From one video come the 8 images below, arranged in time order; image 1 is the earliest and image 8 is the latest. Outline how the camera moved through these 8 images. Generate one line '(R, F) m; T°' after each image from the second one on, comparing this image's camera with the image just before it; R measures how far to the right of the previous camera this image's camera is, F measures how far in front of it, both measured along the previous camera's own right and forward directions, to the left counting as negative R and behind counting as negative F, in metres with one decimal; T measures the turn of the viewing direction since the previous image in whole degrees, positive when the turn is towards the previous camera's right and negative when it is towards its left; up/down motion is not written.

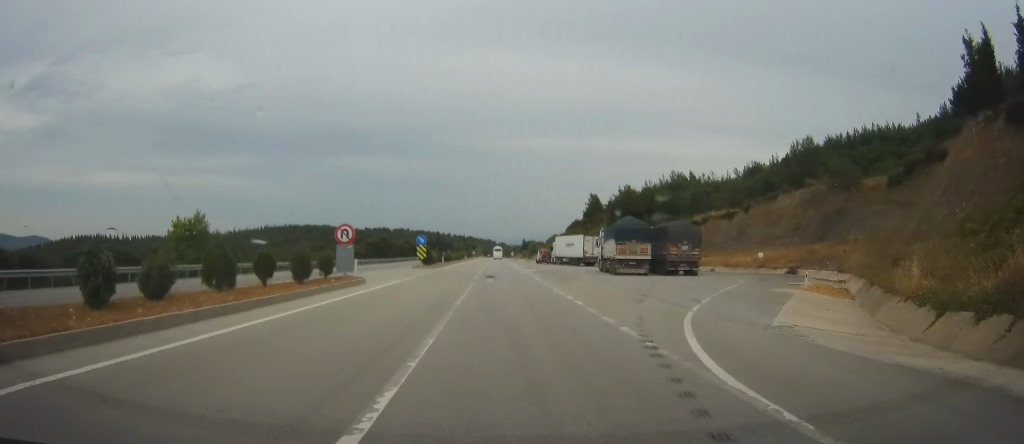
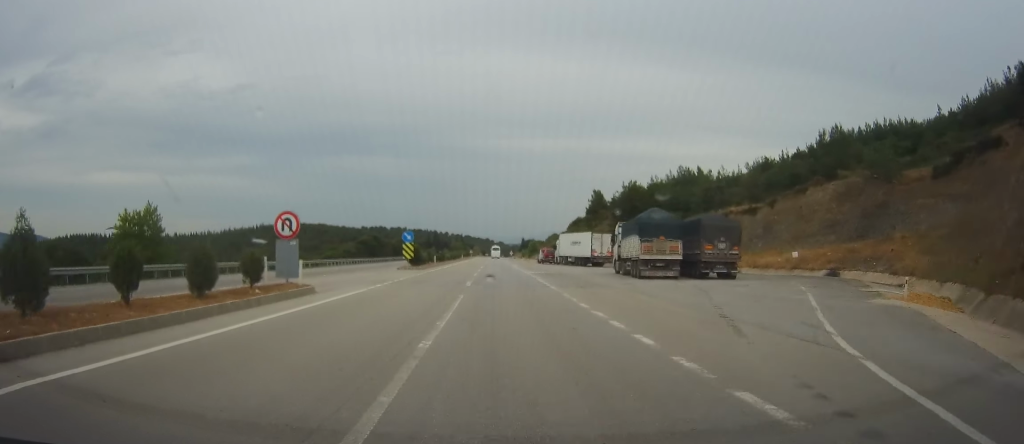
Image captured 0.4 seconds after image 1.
(0.0, +9.0) m; 0°
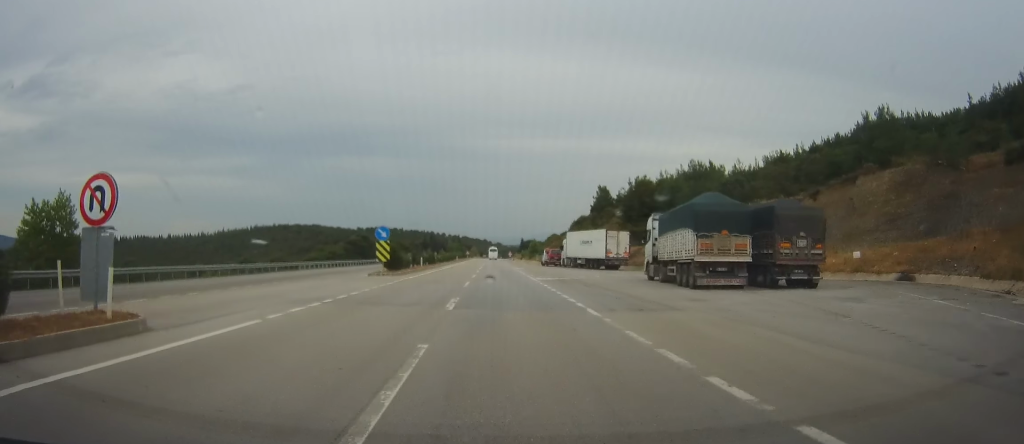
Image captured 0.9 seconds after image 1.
(0.0, +11.4) m; 0°
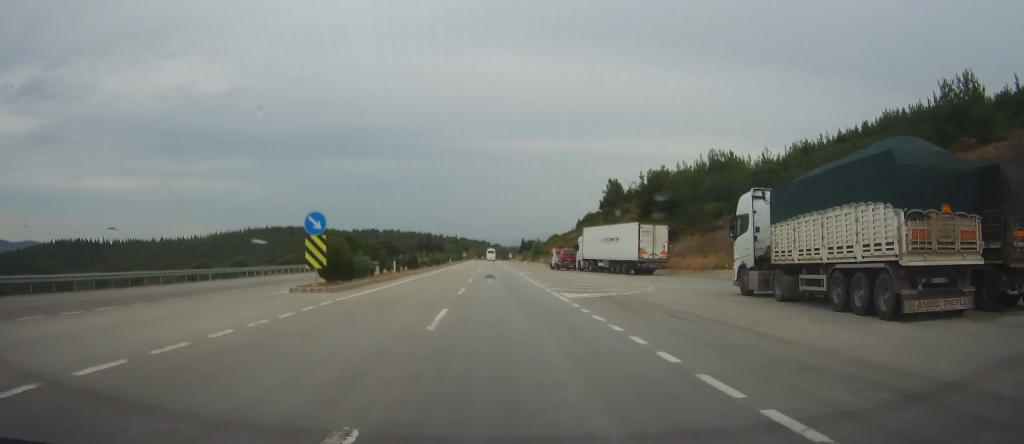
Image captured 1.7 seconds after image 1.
(0.0, +16.2) m; 0°
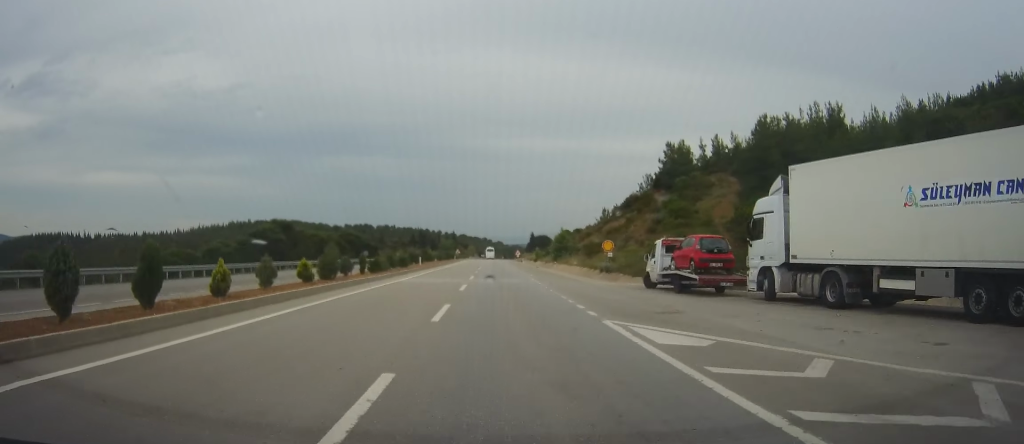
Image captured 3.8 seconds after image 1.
(+0.4, +44.8) m; +1°
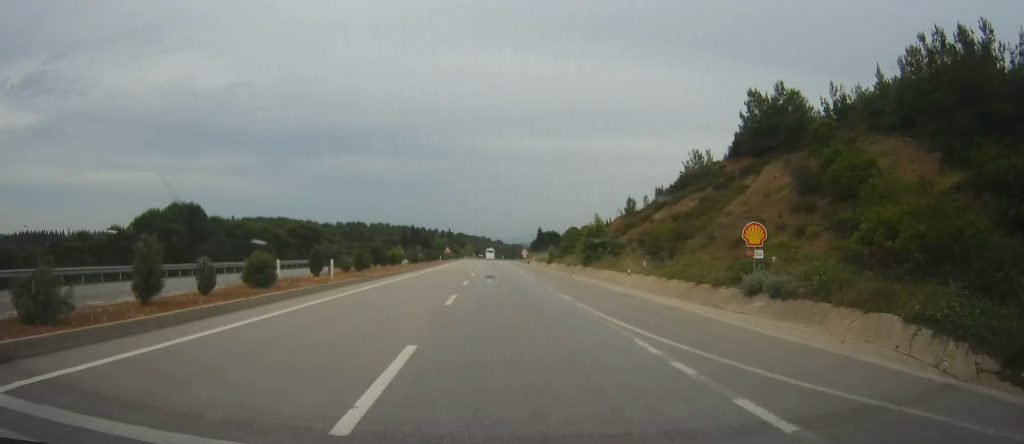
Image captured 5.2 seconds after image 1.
(0.0, +31.4) m; -1°
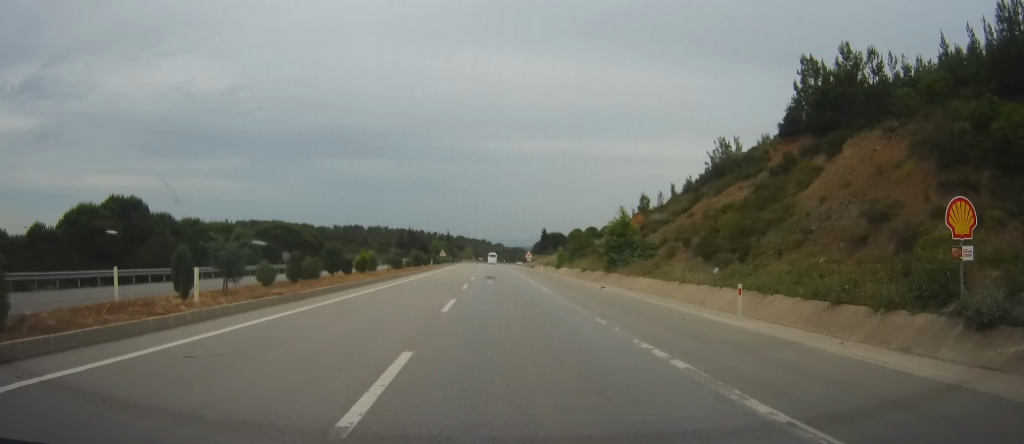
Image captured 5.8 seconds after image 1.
(-0.1, +12.5) m; -1°
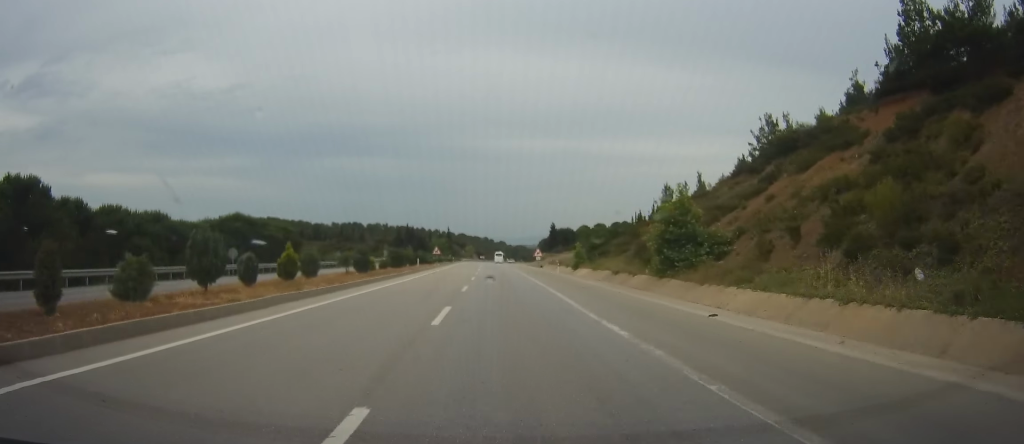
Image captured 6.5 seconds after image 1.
(-0.1, +15.5) m; 0°
